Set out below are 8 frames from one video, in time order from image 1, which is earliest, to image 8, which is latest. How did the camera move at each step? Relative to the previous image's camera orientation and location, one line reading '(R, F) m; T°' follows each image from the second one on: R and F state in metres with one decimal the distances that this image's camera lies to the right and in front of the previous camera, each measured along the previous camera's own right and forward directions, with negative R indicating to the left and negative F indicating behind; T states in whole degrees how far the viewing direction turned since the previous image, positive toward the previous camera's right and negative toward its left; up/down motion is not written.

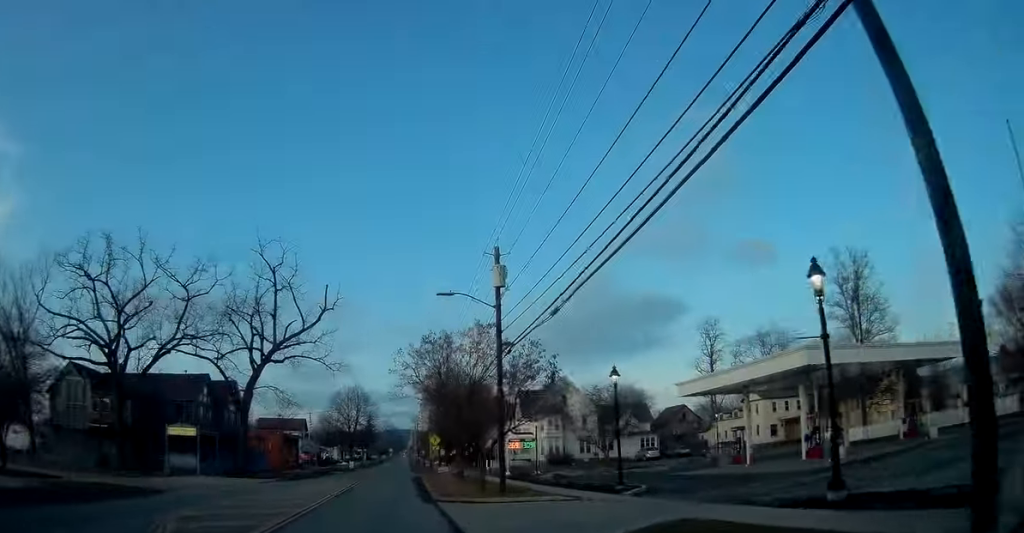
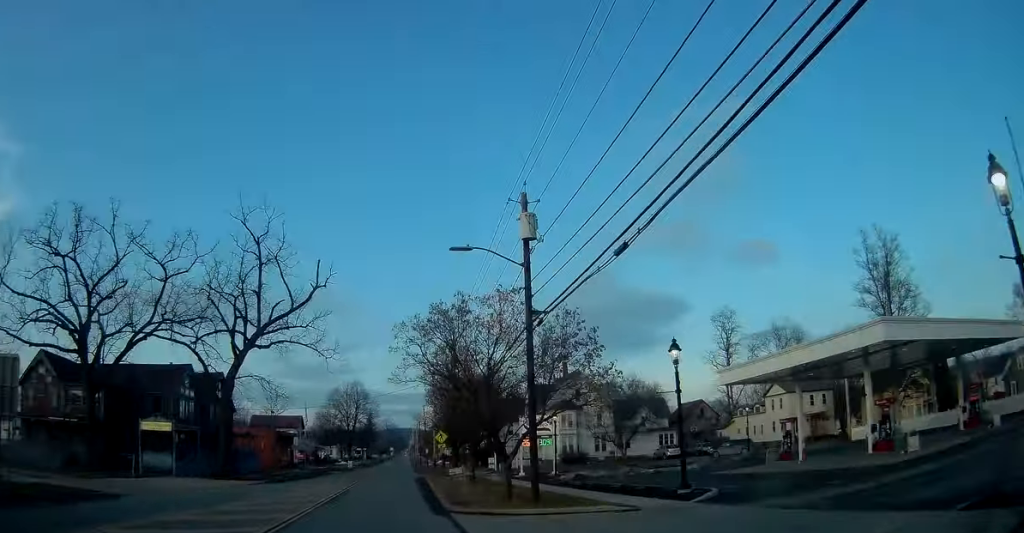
(+0.1, +5.3) m; 0°
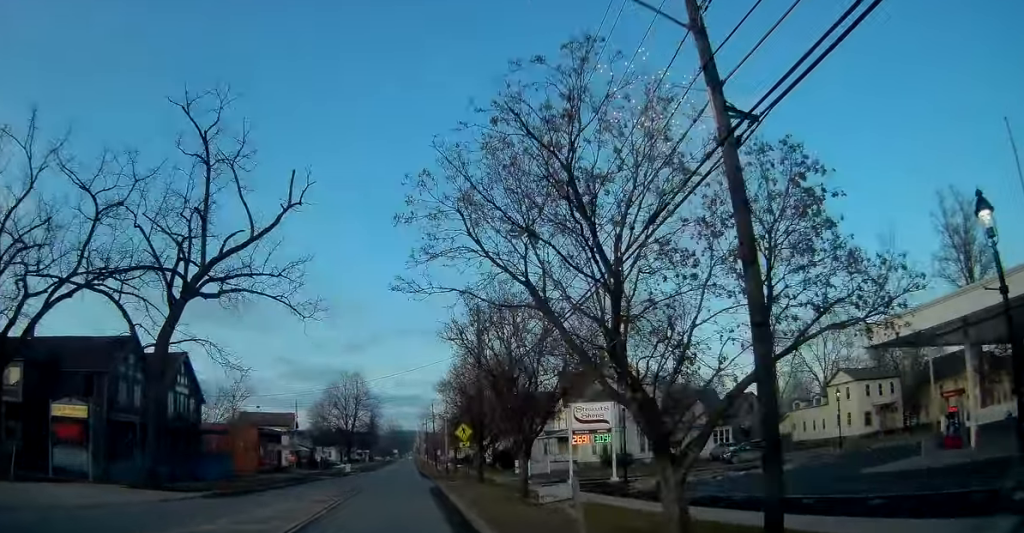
(-0.4, +12.6) m; 0°
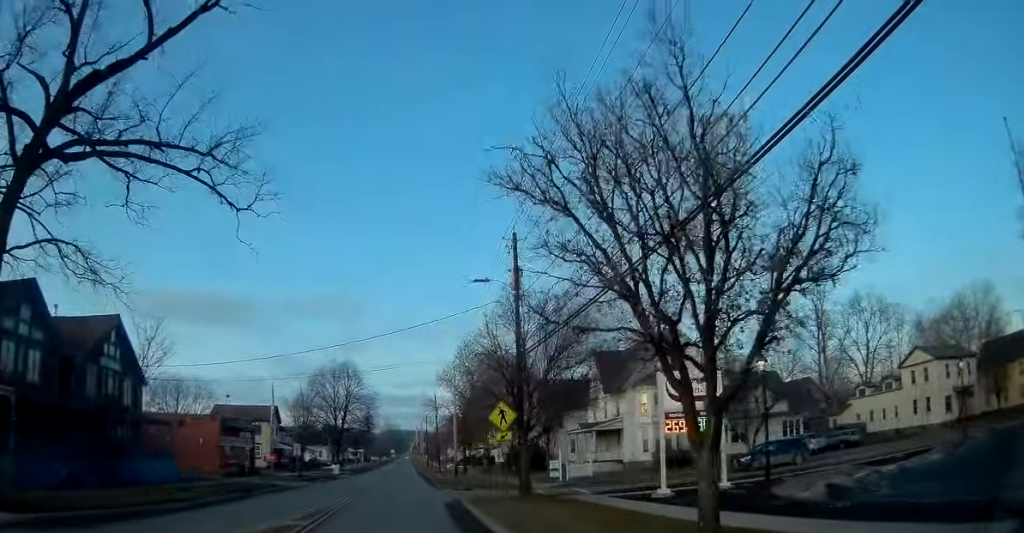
(+0.3, +13.2) m; 0°
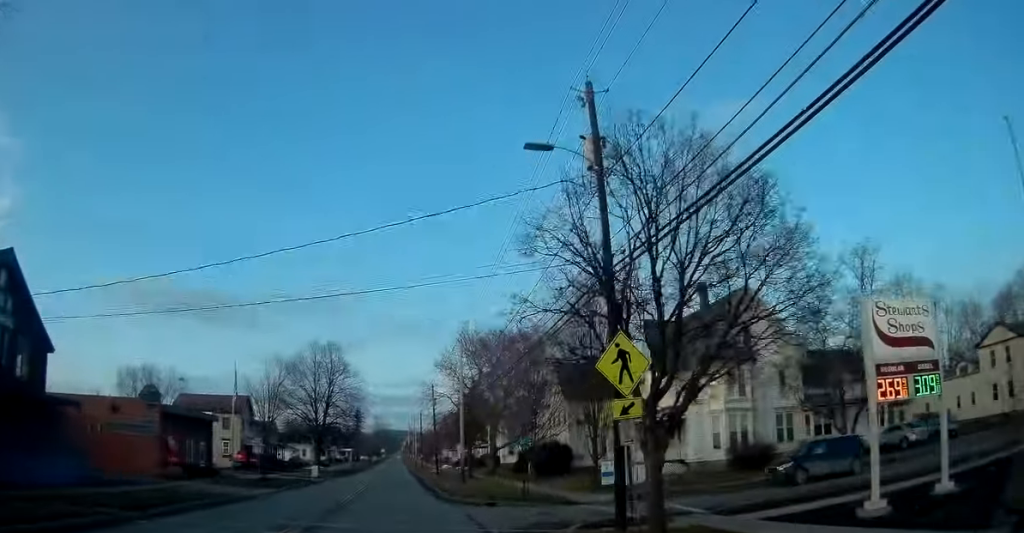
(-0.2, +12.3) m; -1°
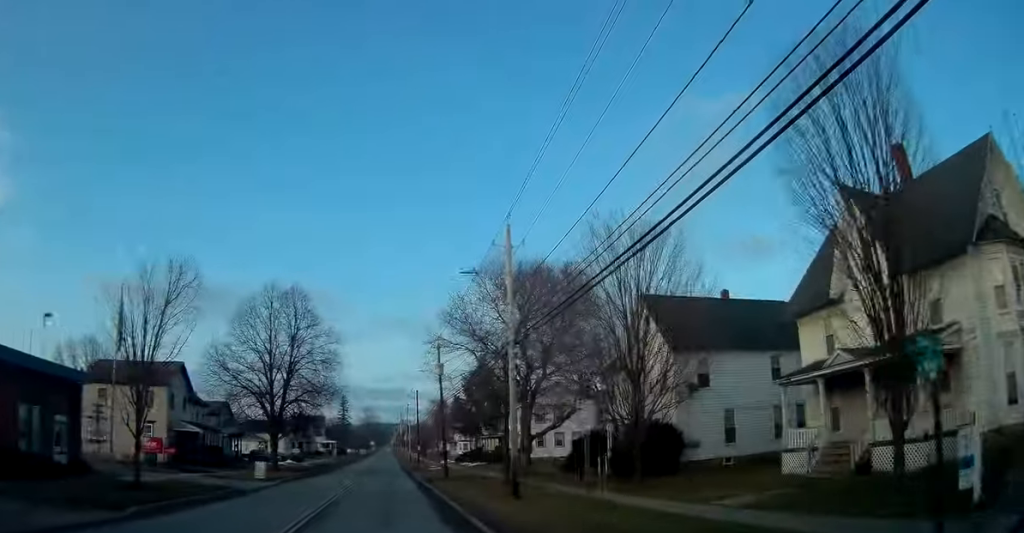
(+0.6, +22.0) m; +2°
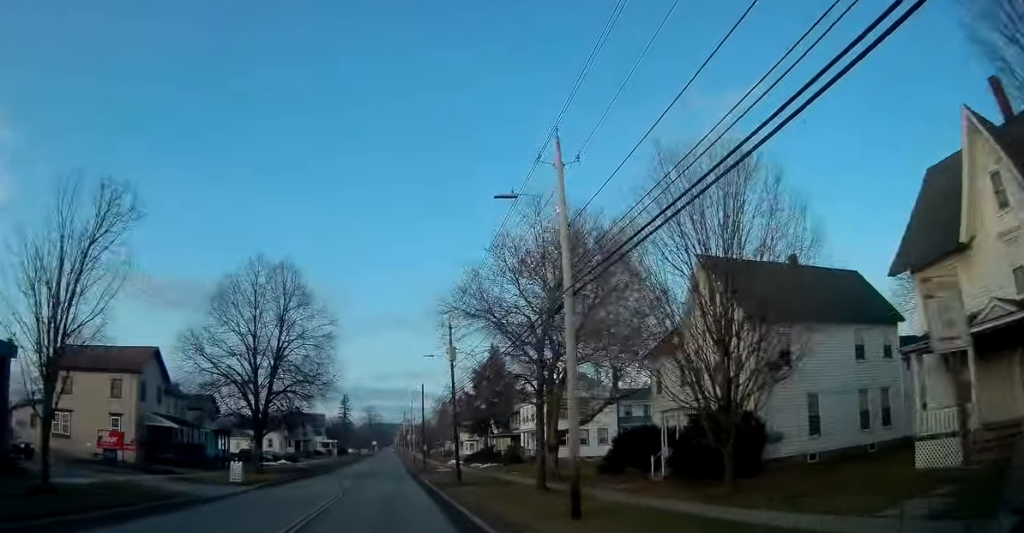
(0.0, +7.2) m; 0°
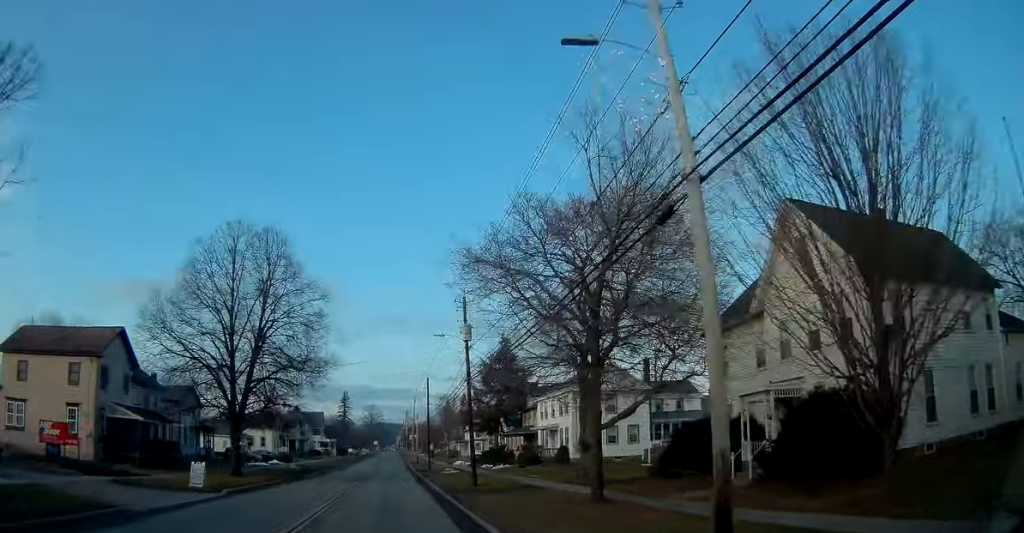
(-0.2, +7.3) m; 0°
